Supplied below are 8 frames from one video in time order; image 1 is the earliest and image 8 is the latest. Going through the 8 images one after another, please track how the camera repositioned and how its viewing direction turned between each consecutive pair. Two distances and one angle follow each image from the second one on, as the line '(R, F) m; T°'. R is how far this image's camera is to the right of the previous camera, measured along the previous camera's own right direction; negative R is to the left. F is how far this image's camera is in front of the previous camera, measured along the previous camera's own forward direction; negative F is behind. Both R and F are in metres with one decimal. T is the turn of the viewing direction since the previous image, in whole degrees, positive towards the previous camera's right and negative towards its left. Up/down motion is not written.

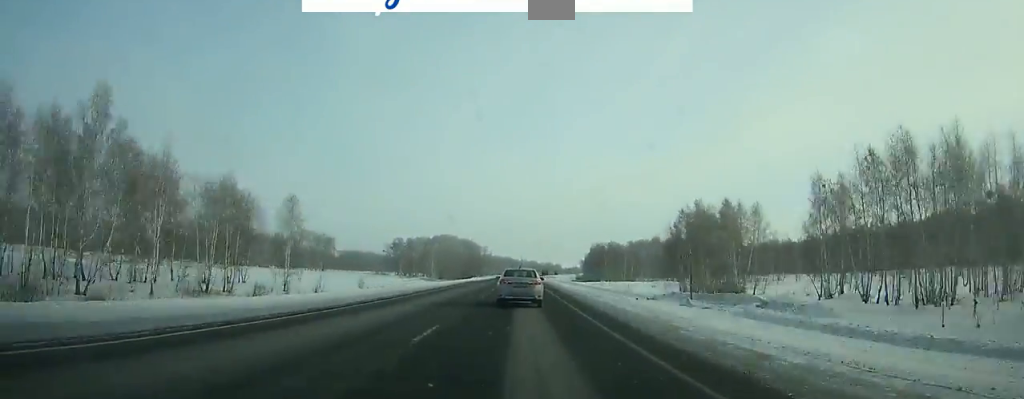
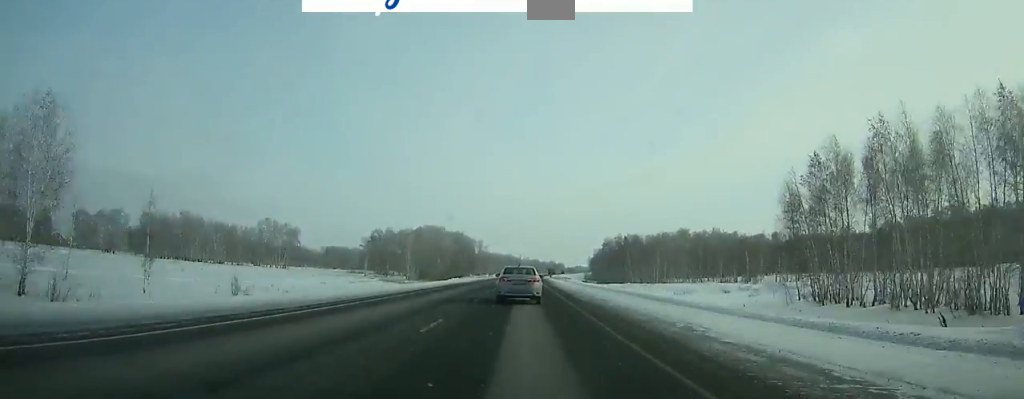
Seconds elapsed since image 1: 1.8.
(0.0, +47.3) m; 0°
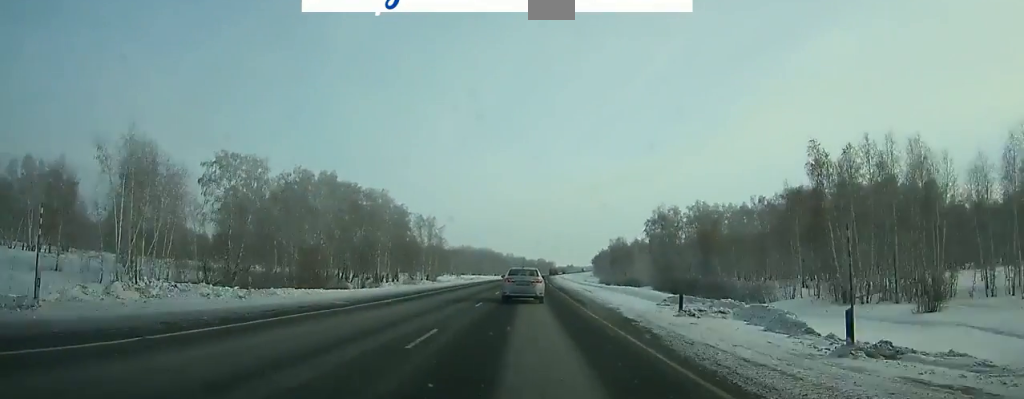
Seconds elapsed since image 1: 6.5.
(+1.8, +122.2) m; +2°
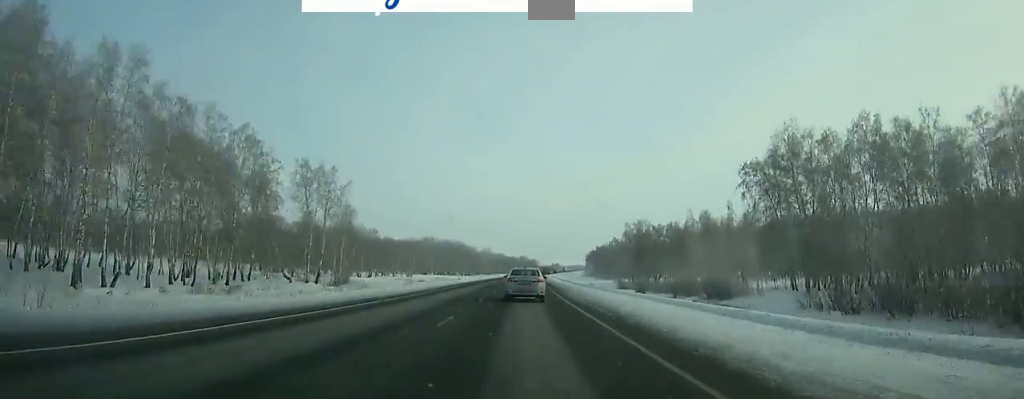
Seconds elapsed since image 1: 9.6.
(+1.2, +79.9) m; +1°
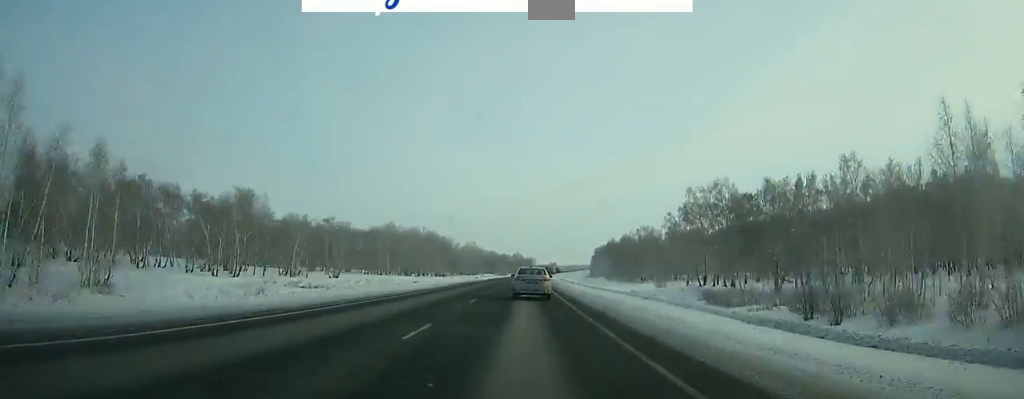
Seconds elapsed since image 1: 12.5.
(+0.7, +74.3) m; +1°
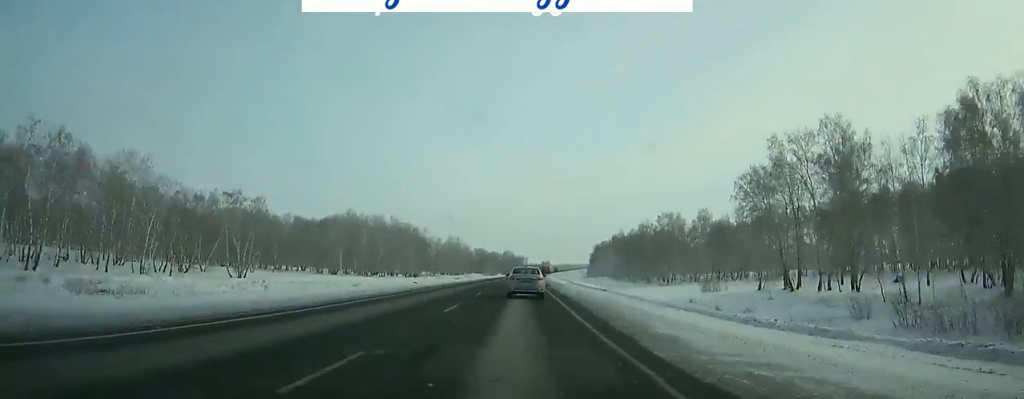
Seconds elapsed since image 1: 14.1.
(+0.2, +40.9) m; +1°
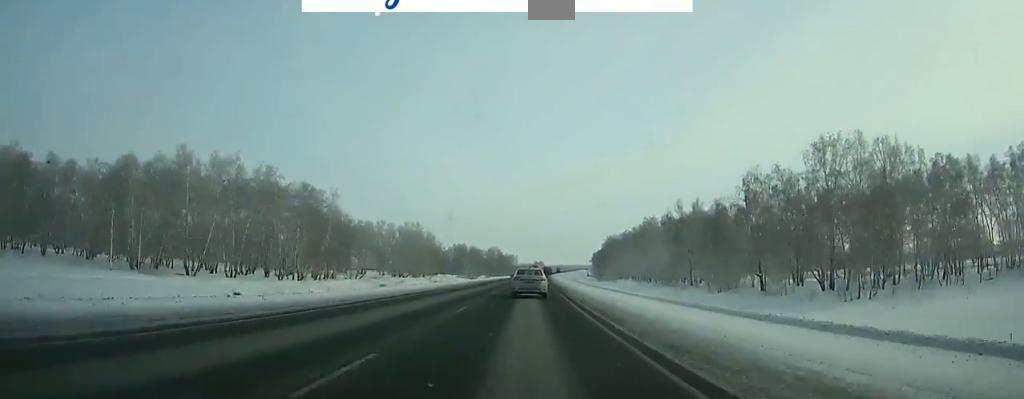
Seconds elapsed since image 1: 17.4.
(+1.0, +84.0) m; +1°
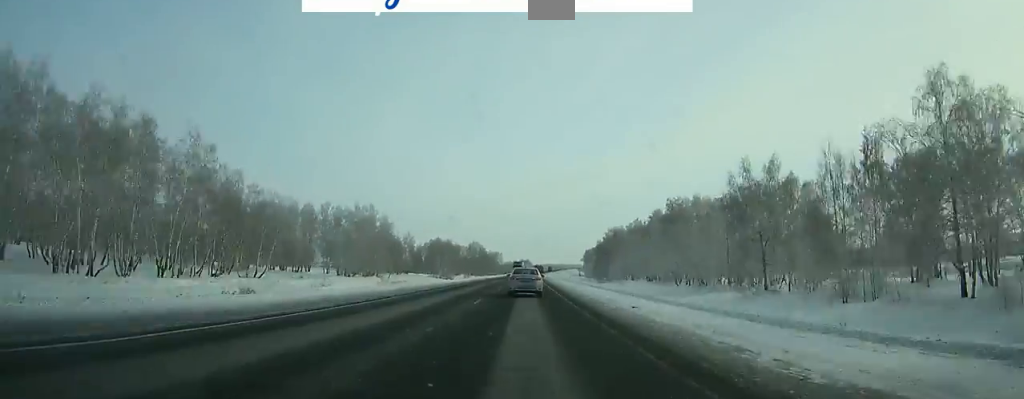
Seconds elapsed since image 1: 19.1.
(+0.3, +43.2) m; +1°
